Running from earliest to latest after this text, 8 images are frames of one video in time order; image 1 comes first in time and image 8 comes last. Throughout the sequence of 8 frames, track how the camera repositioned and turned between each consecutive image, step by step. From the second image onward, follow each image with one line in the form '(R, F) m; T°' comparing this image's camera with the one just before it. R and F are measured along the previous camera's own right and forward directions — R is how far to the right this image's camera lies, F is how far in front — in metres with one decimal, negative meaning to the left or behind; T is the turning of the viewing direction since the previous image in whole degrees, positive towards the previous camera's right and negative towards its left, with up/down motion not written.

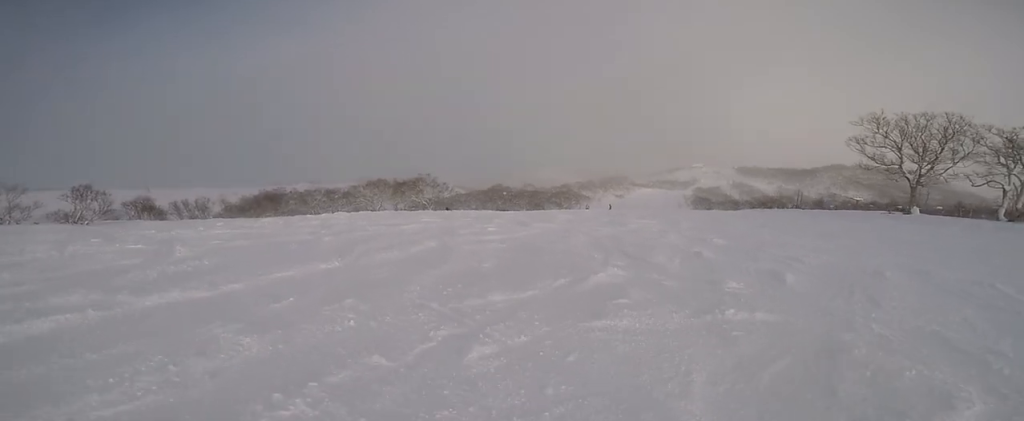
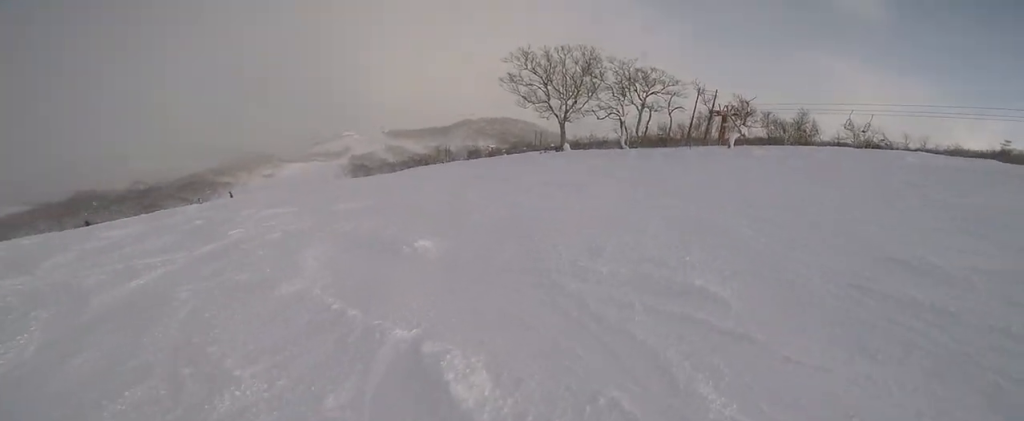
(+6.7, +7.5) m; +46°
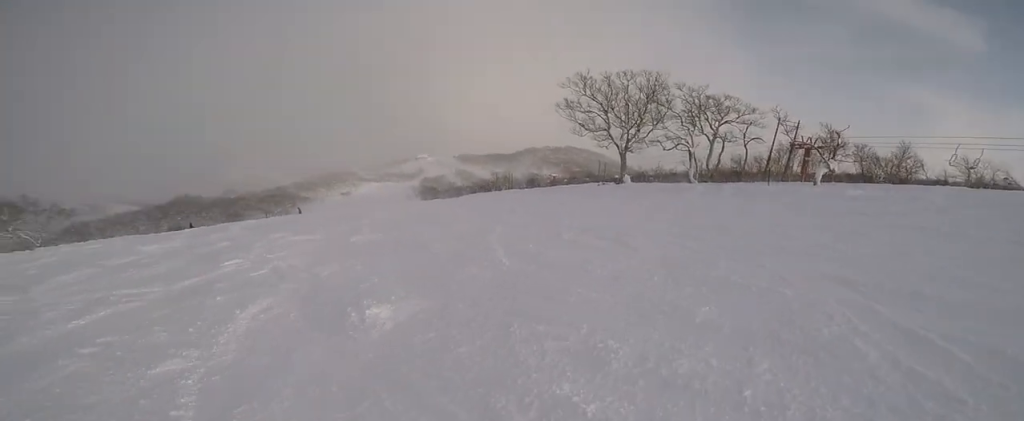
(-0.4, +2.2) m; -1°
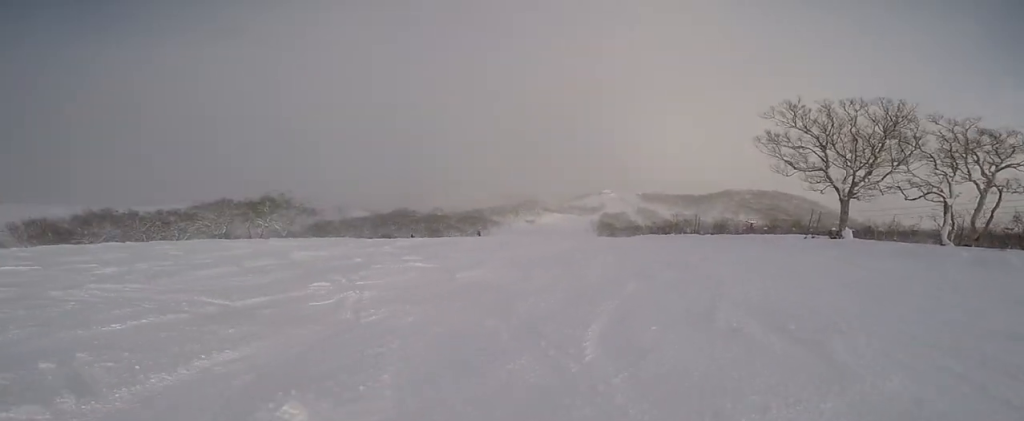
(+1.2, +2.5) m; -14°
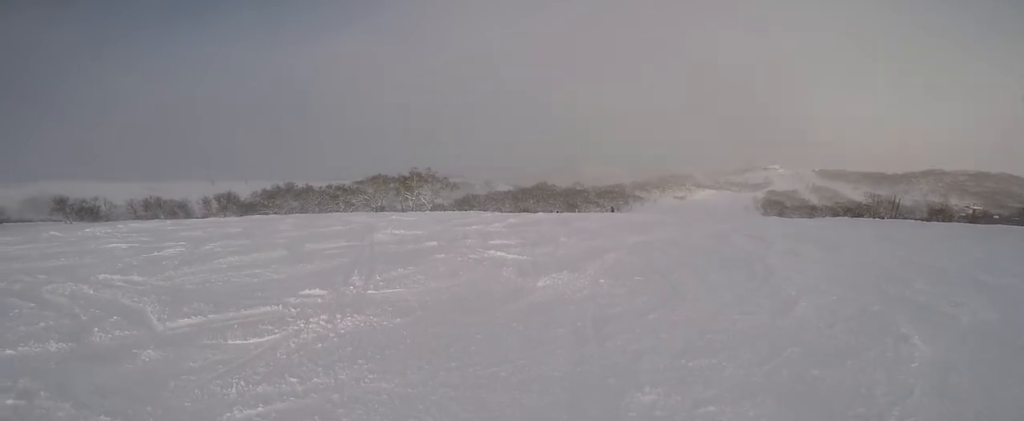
(-1.9, +3.5) m; -44°
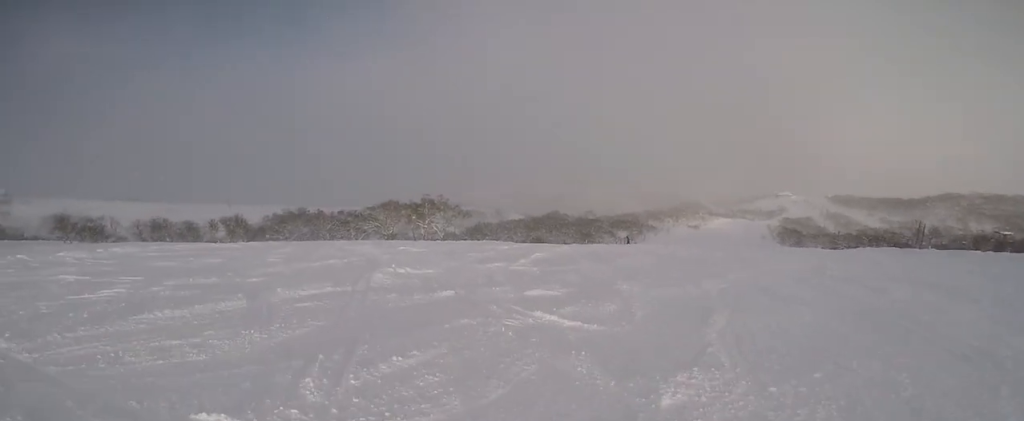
(-0.9, +2.8) m; -17°
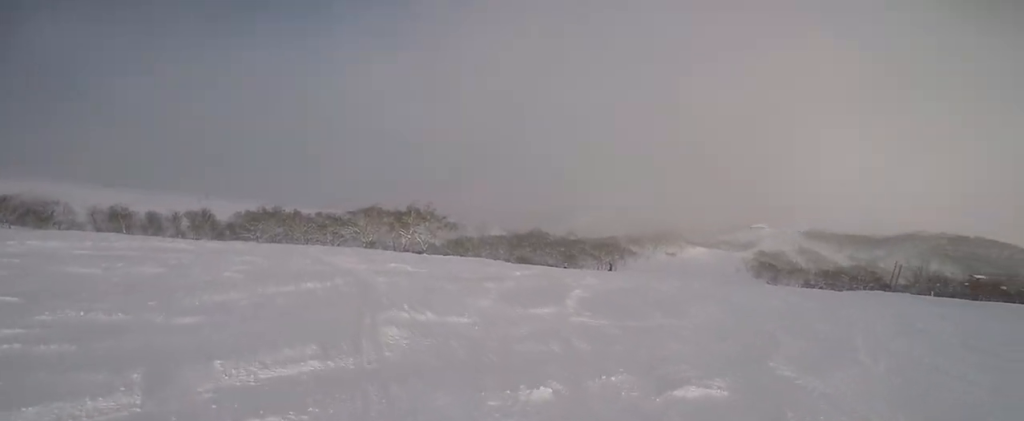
(-0.6, +4.1) m; +2°
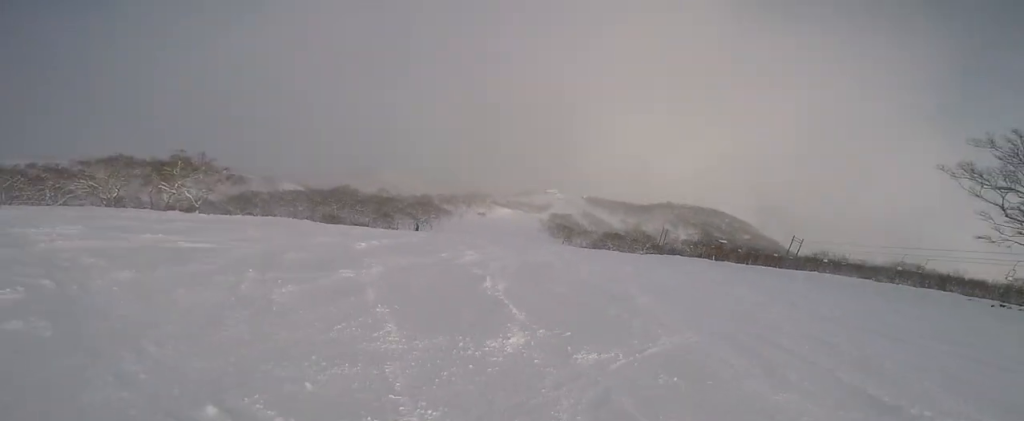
(+1.1, +4.1) m; +44°
